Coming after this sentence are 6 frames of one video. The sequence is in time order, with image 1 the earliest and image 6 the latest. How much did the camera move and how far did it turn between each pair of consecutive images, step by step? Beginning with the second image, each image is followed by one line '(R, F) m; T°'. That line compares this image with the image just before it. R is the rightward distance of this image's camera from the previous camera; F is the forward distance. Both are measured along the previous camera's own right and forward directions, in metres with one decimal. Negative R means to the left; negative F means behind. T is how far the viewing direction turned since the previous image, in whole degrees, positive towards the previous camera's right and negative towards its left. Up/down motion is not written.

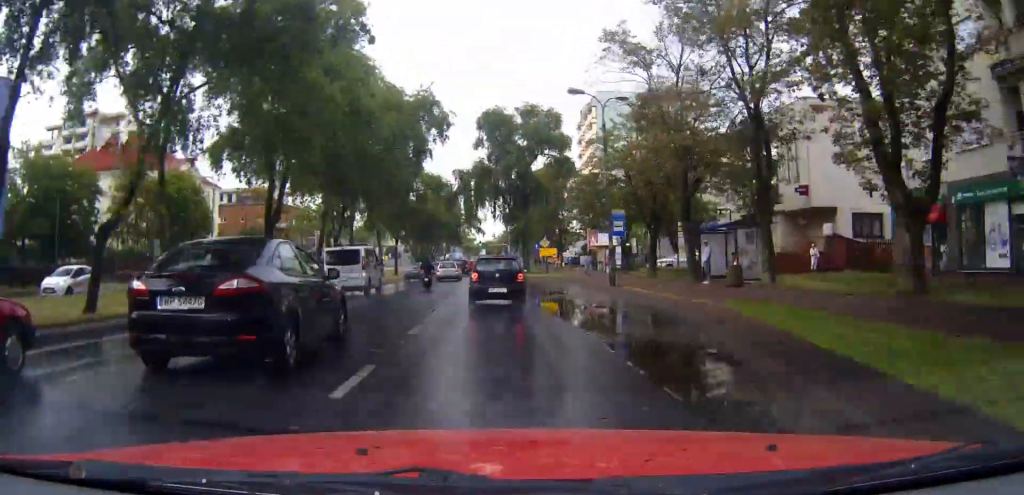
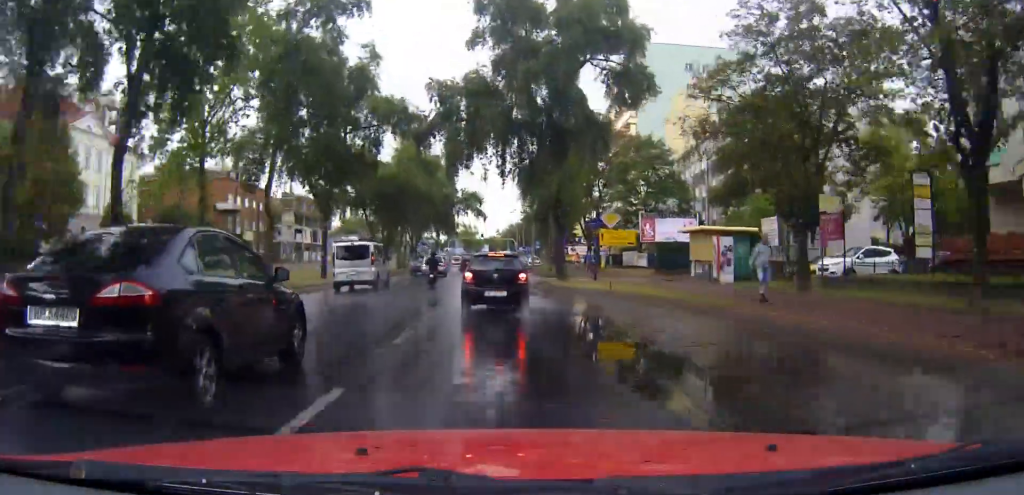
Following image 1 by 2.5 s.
(-0.1, +30.5) m; -1°
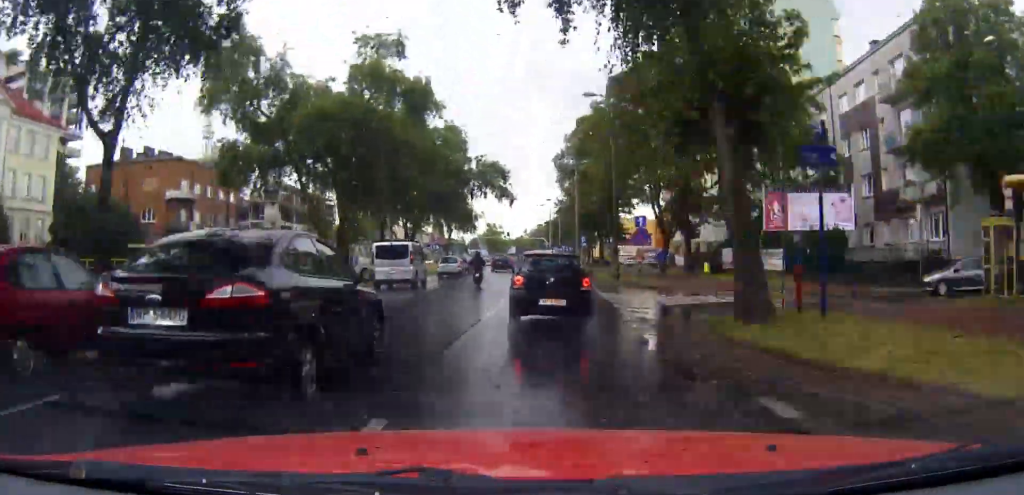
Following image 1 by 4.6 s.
(0.0, +25.5) m; -1°
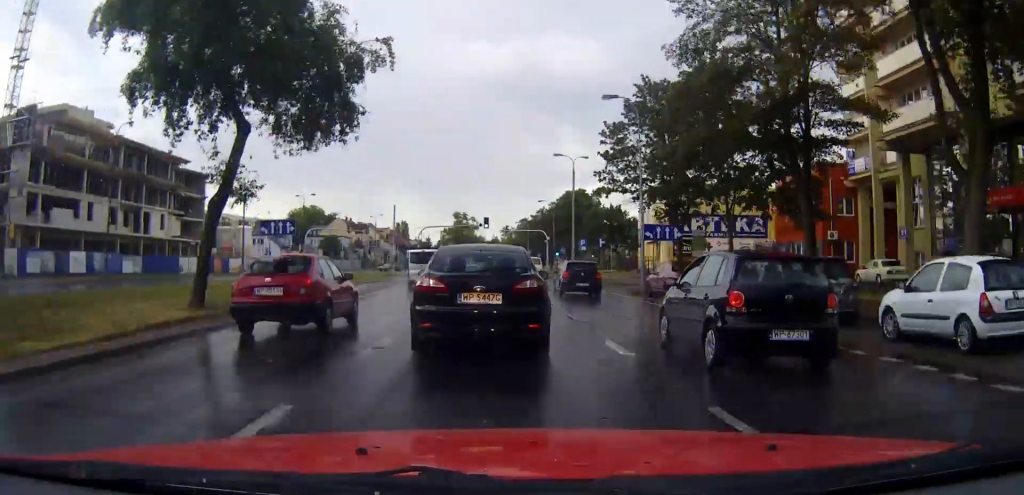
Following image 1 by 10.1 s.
(-0.5, +66.9) m; 0°
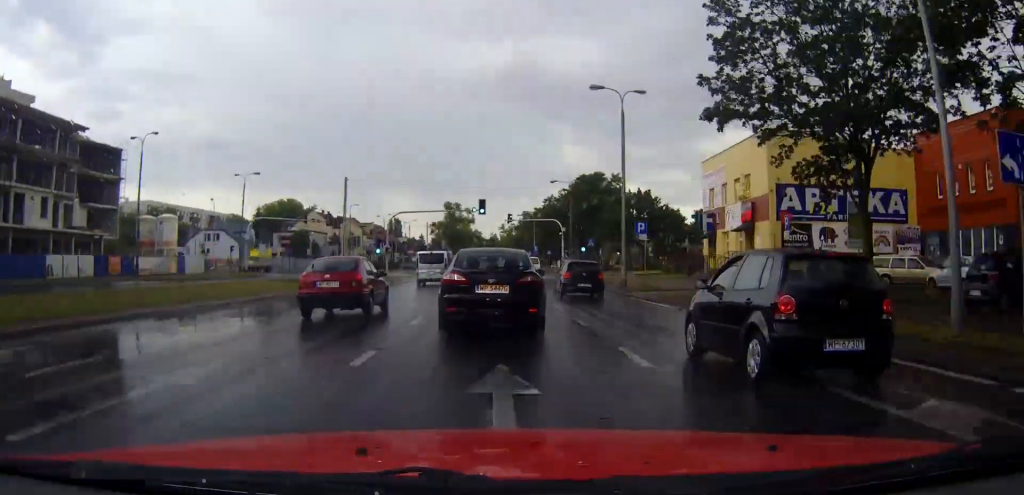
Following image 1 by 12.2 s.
(+0.2, +26.0) m; 0°
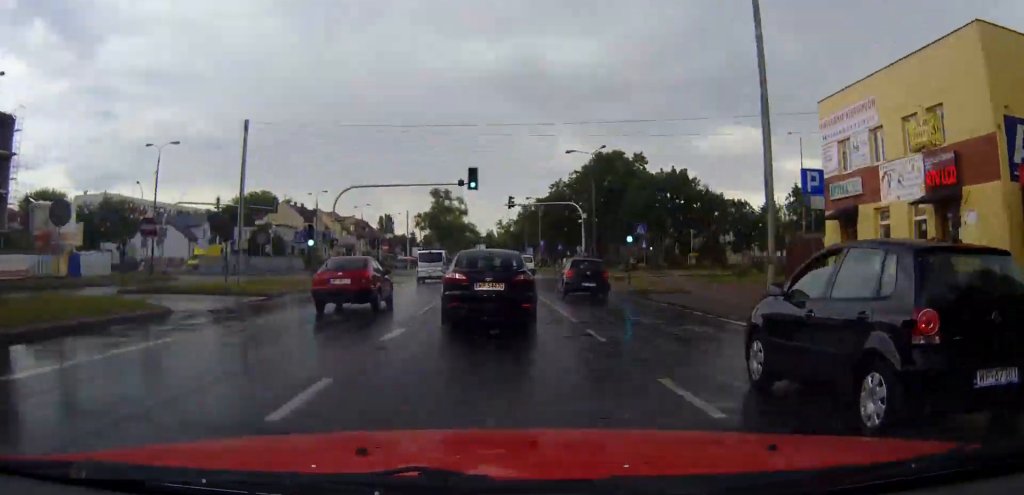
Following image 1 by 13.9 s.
(+0.1, +21.2) m; 0°
